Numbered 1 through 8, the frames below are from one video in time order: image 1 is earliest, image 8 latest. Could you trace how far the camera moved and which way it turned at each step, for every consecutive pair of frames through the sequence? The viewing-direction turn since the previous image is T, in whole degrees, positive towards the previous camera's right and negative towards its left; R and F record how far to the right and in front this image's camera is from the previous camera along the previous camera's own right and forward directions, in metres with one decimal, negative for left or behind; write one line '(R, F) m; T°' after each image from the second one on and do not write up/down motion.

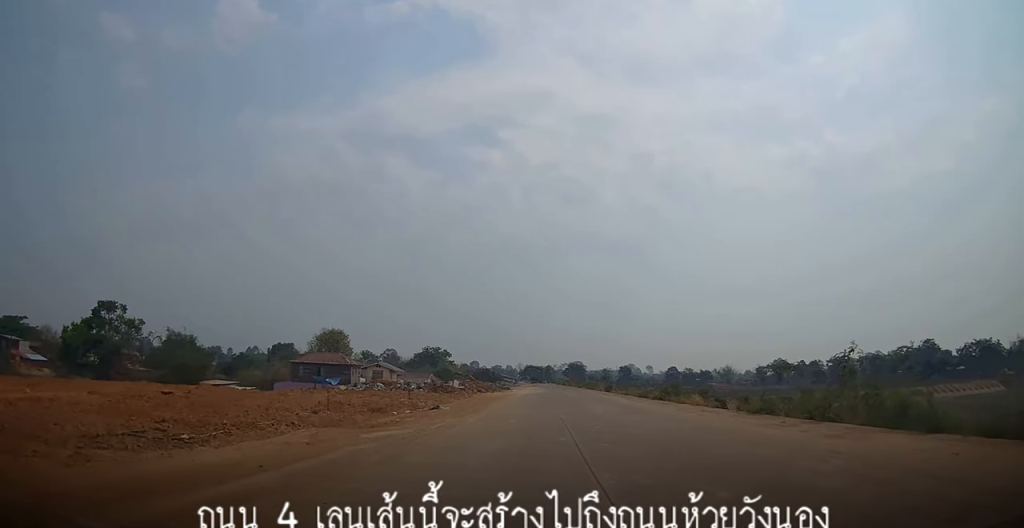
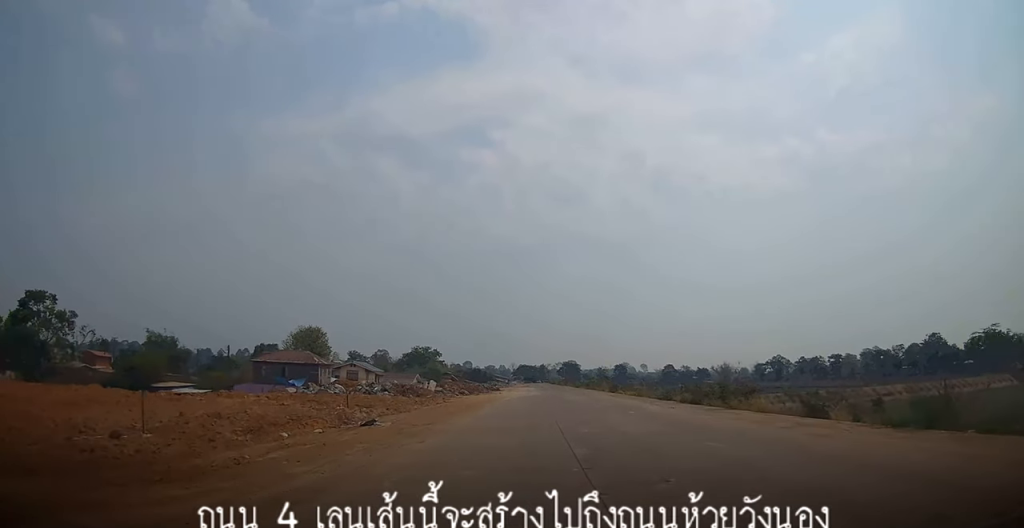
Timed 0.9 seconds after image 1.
(-0.1, +9.3) m; 0°
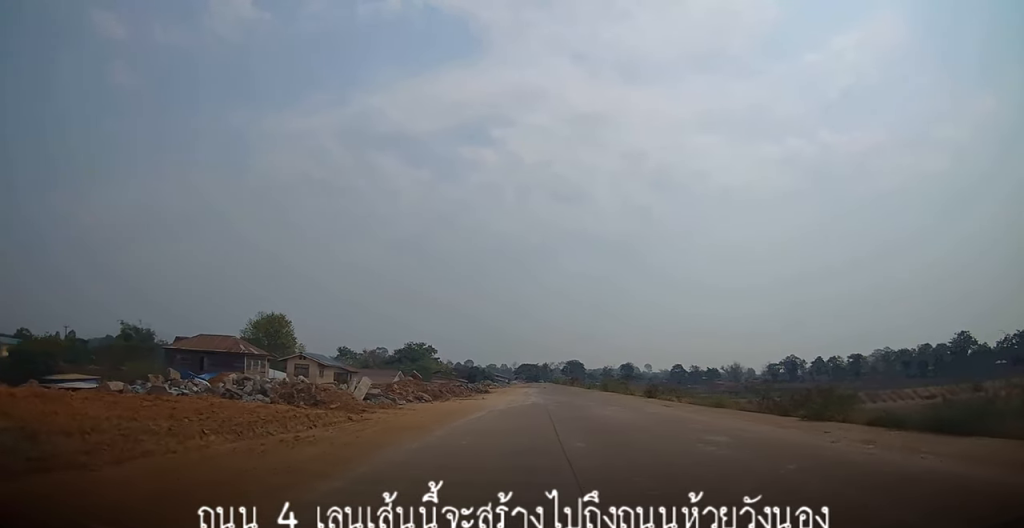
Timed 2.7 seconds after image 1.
(+0.2, +18.4) m; +1°
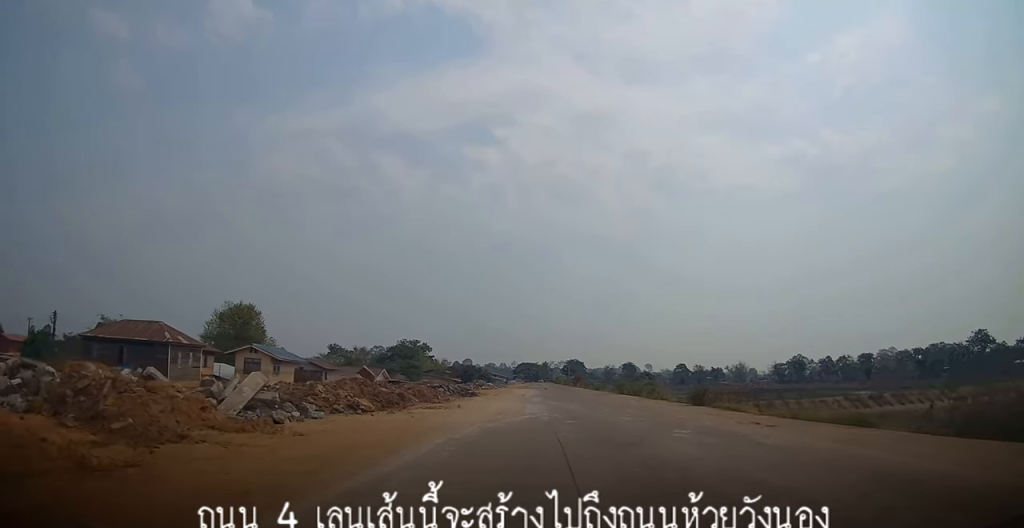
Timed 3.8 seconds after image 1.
(0.0, +11.5) m; 0°
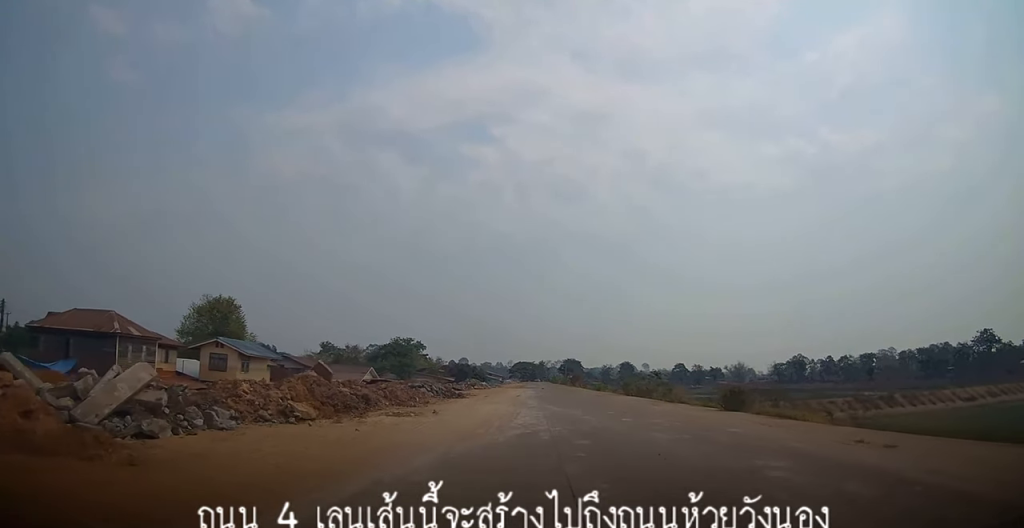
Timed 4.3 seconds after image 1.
(0.0, +5.5) m; -1°
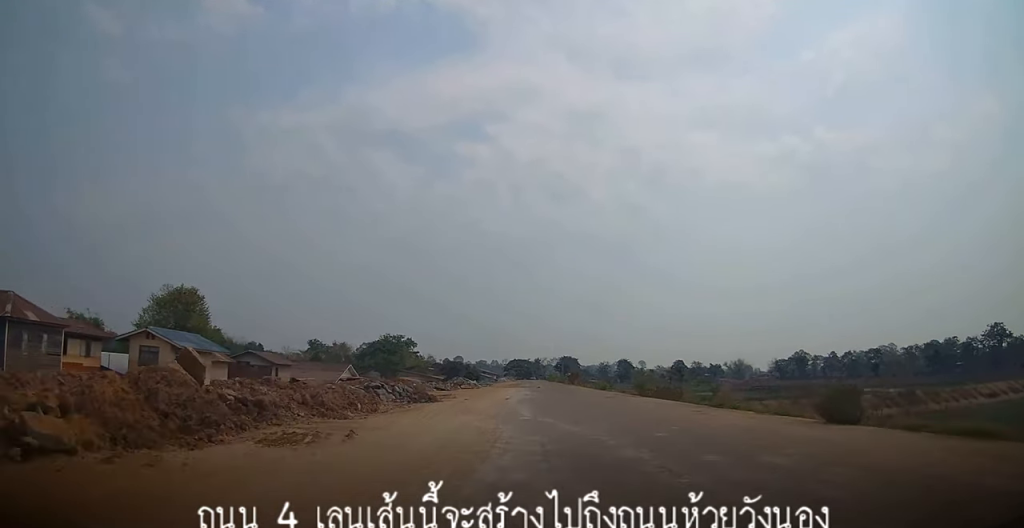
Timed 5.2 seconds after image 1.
(0.0, +9.0) m; -1°
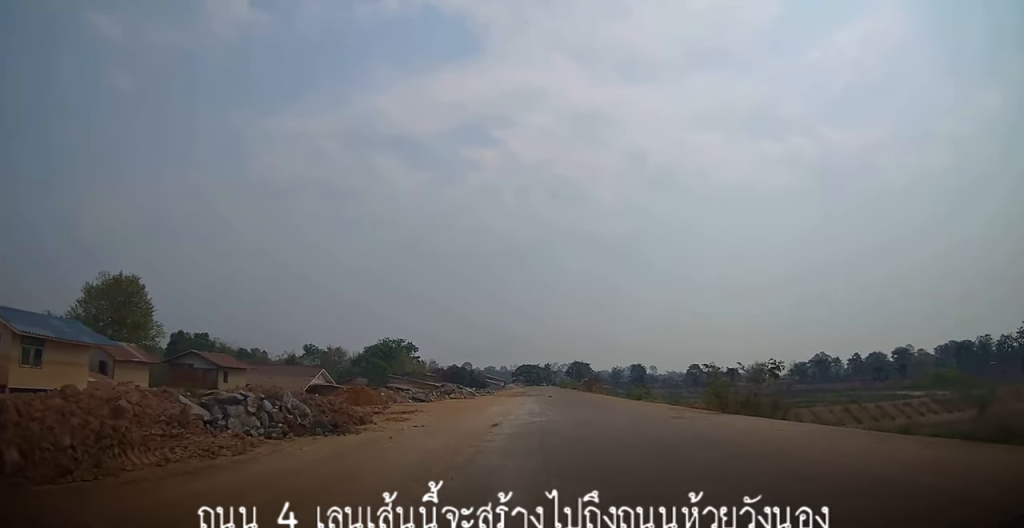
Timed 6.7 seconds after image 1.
(+0.2, +14.5) m; +4°
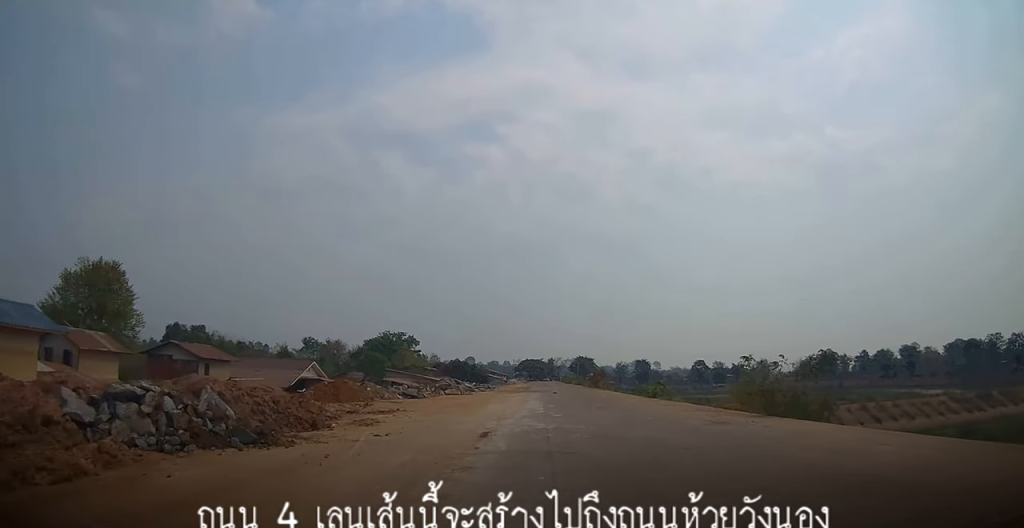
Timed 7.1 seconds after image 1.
(+0.1, +4.2) m; +1°
